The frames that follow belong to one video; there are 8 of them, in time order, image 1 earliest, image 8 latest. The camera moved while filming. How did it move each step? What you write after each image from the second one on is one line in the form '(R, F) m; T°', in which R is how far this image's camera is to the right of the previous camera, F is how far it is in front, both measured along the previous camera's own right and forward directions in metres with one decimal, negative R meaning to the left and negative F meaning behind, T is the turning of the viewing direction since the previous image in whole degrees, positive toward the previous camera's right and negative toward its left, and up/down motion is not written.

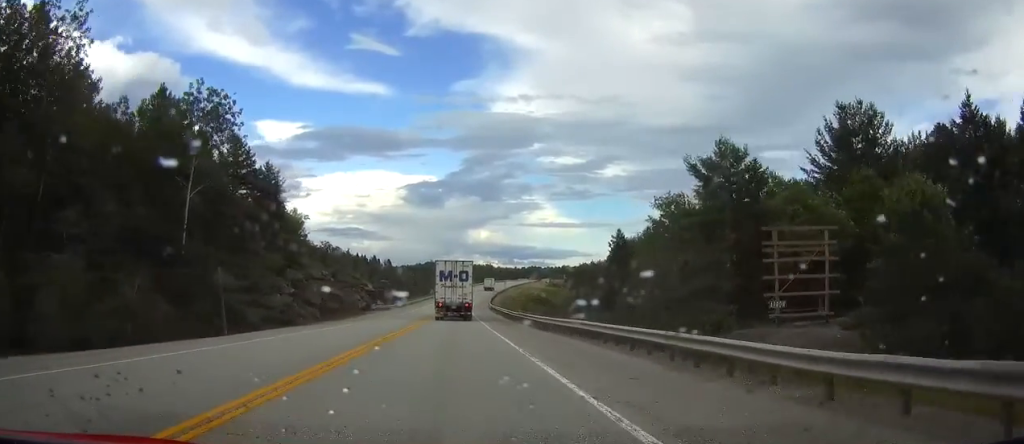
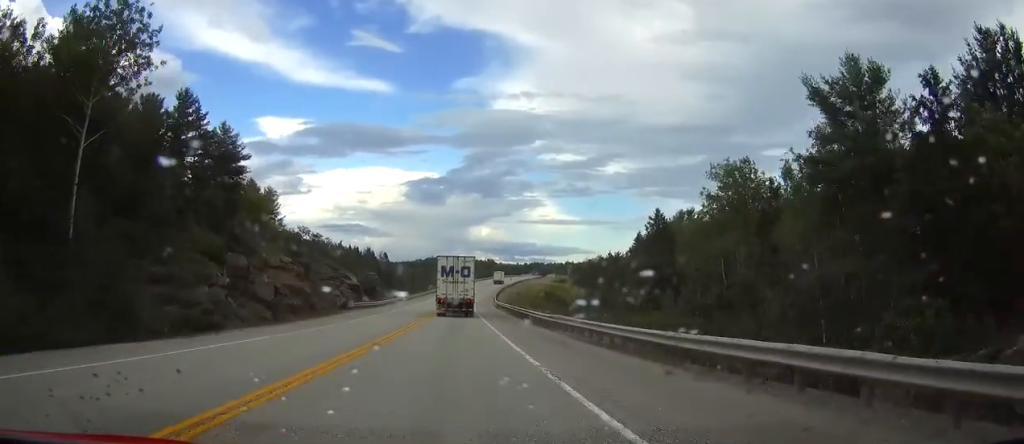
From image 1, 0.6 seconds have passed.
(0.0, +18.0) m; 0°
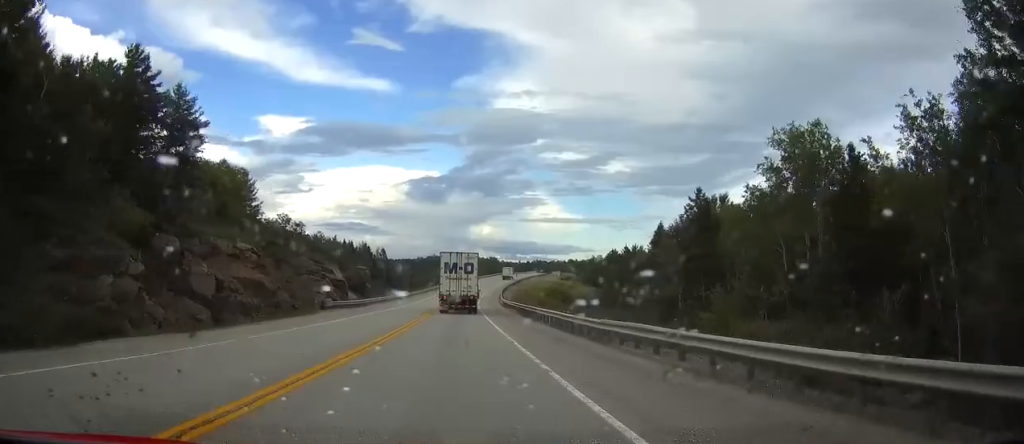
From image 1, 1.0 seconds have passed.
(-0.1, +13.0) m; 0°
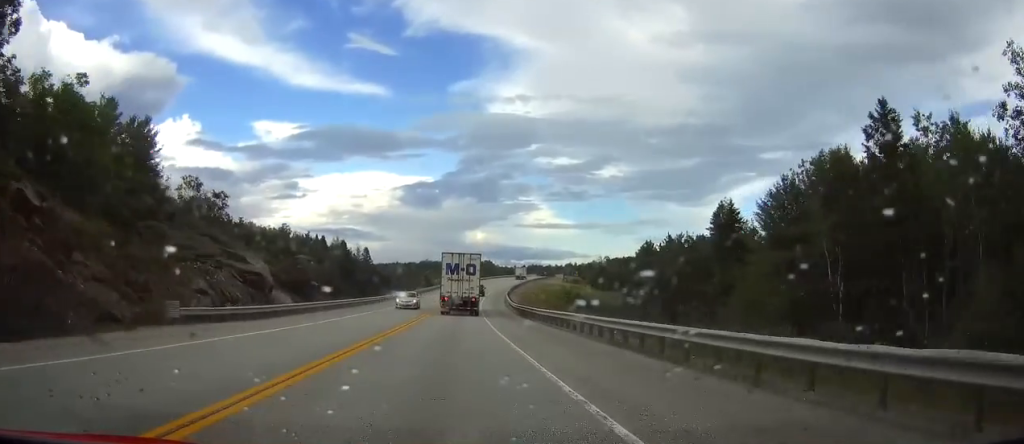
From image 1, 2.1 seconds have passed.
(+0.1, +31.0) m; 0°
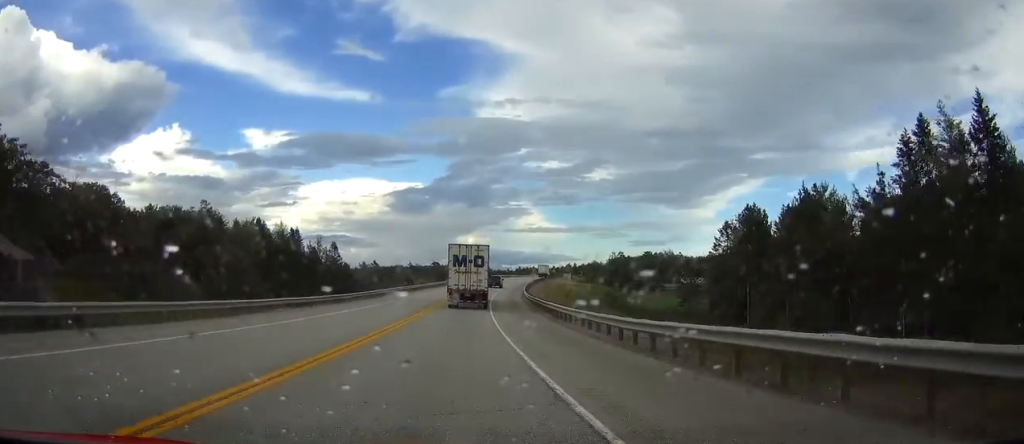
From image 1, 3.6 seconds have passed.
(+0.4, +44.7) m; +1°
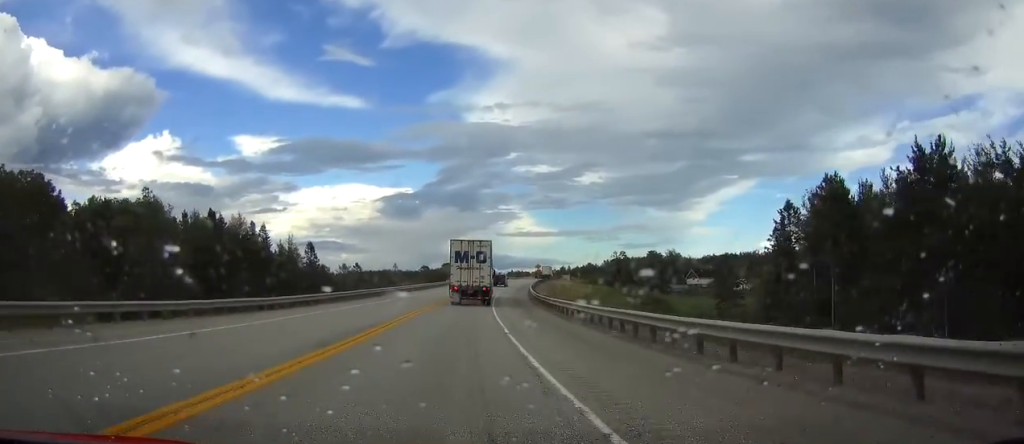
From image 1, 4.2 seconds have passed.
(0.0, +18.7) m; +1°
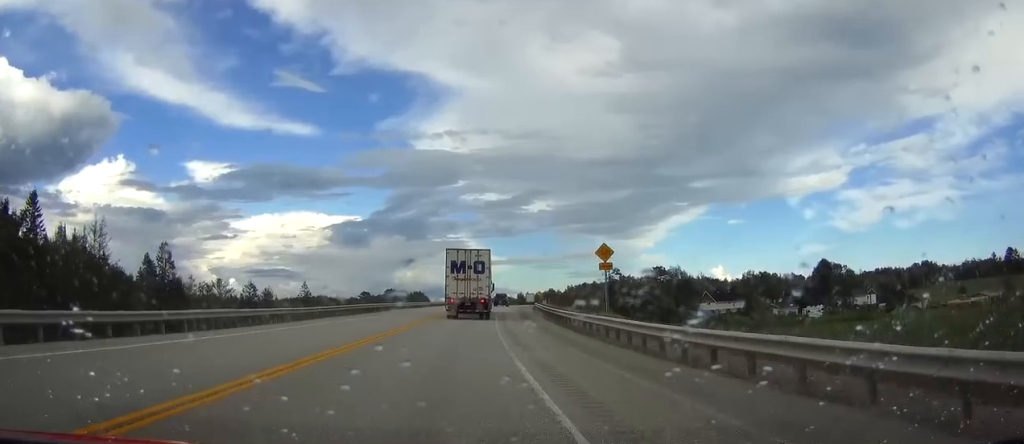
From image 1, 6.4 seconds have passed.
(+2.3, +63.4) m; +4°
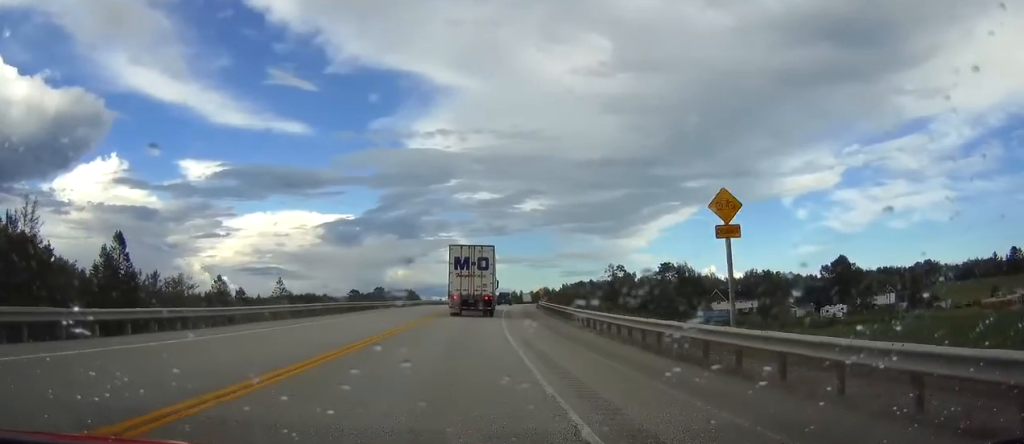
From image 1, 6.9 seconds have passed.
(+0.1, +14.0) m; +1°
